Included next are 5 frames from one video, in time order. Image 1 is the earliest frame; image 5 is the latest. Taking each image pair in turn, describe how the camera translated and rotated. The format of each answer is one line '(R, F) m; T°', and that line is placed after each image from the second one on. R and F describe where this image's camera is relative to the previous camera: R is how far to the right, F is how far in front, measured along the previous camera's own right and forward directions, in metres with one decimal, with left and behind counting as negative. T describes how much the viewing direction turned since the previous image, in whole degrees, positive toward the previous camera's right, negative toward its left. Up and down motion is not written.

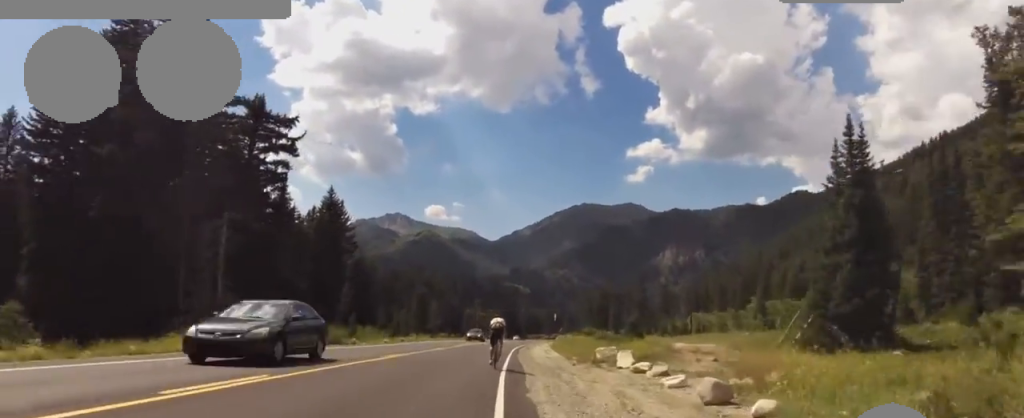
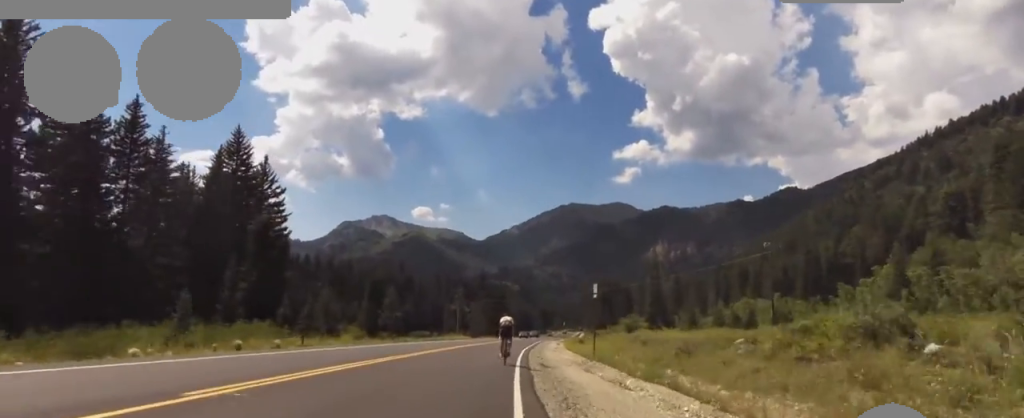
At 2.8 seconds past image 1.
(+1.4, +33.7) m; +2°
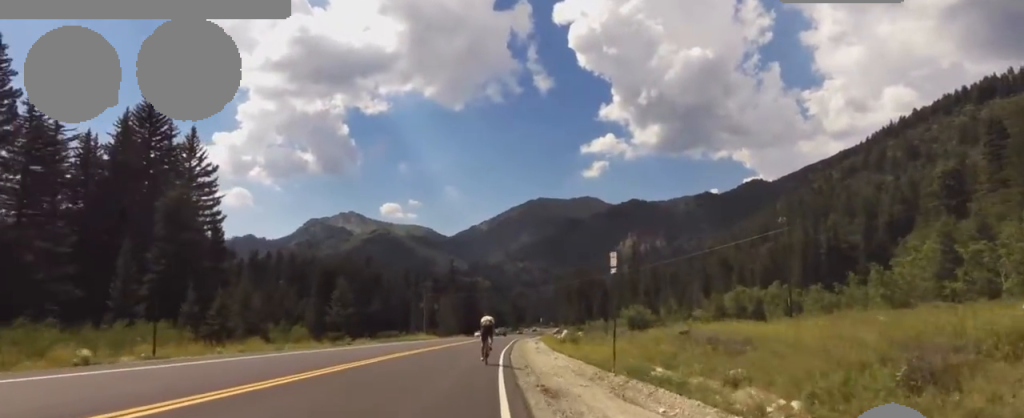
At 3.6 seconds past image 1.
(+0.2, +10.8) m; -1°
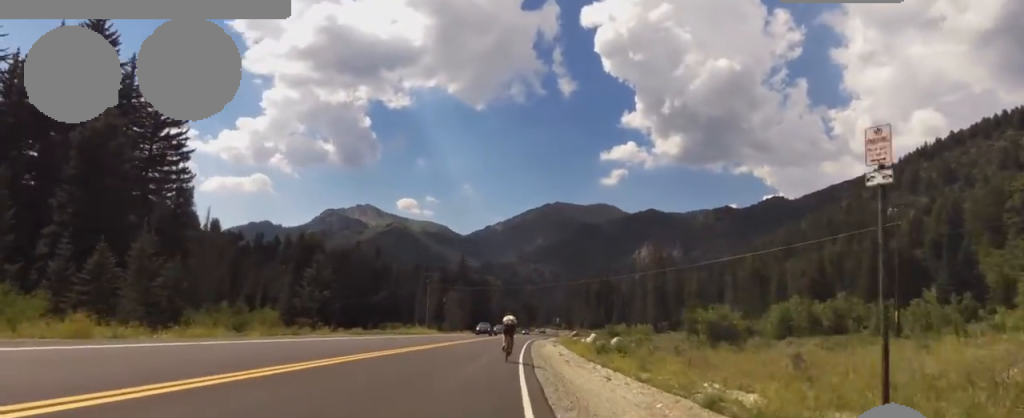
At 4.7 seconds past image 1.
(-0.4, +13.3) m; -2°
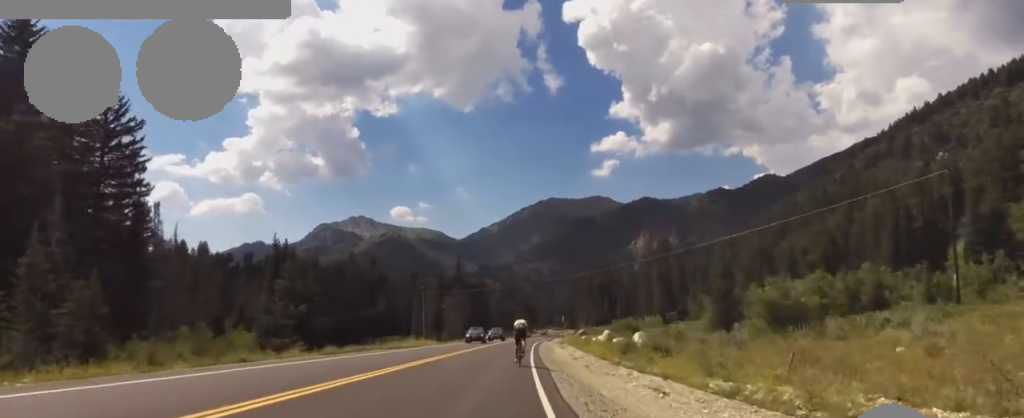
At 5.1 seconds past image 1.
(0.0, +6.1) m; 0°
